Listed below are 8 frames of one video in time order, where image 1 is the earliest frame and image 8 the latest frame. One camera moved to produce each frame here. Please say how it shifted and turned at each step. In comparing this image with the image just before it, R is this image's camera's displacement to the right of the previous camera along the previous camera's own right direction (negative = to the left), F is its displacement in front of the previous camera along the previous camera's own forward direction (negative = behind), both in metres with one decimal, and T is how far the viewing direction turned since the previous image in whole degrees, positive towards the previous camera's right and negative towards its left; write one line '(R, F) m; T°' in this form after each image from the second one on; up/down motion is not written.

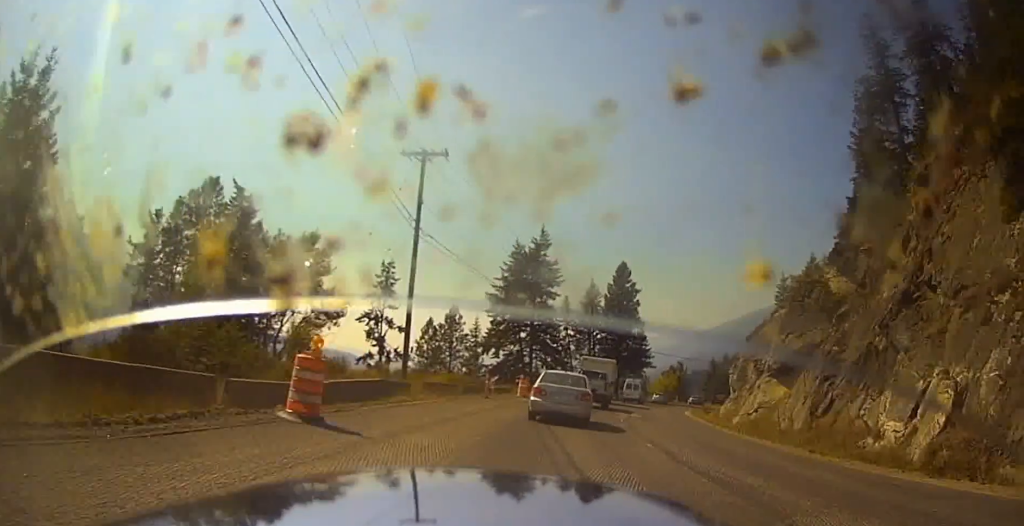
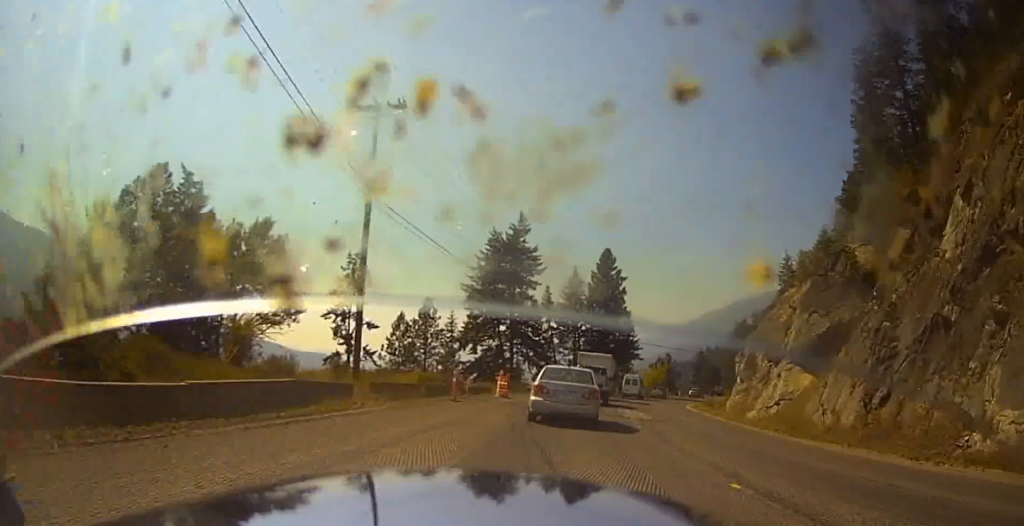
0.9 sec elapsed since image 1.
(+0.1, +5.0) m; -1°
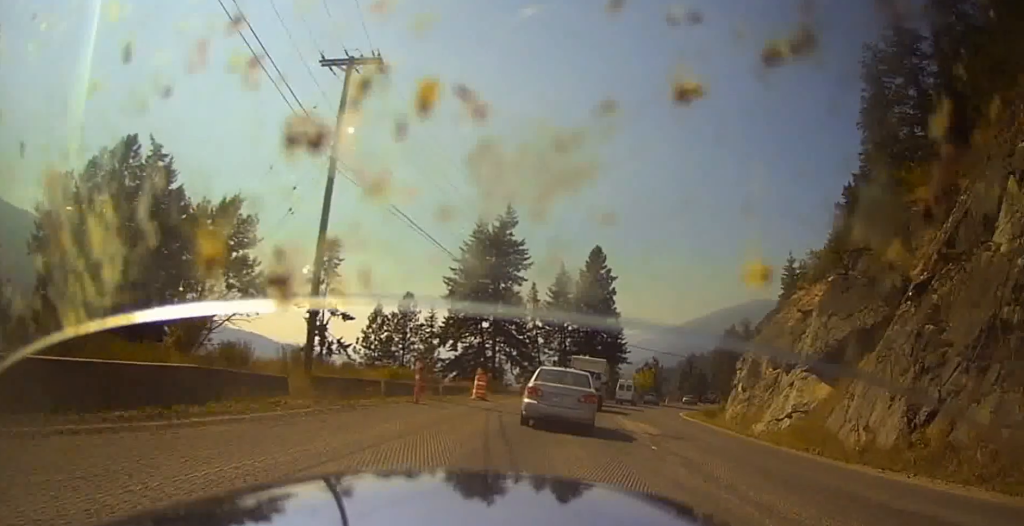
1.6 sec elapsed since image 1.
(-0.1, +3.5) m; -2°
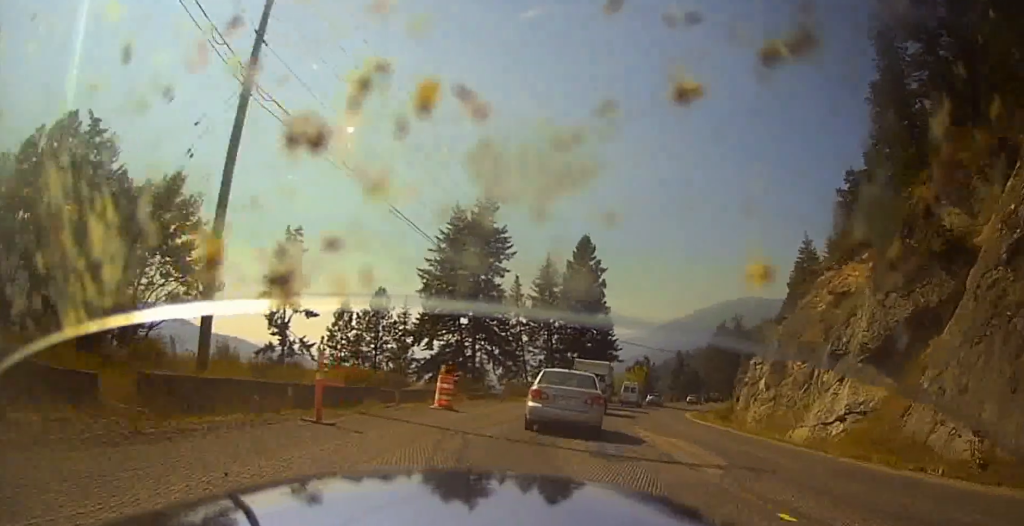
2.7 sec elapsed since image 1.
(-0.2, +6.5) m; 0°
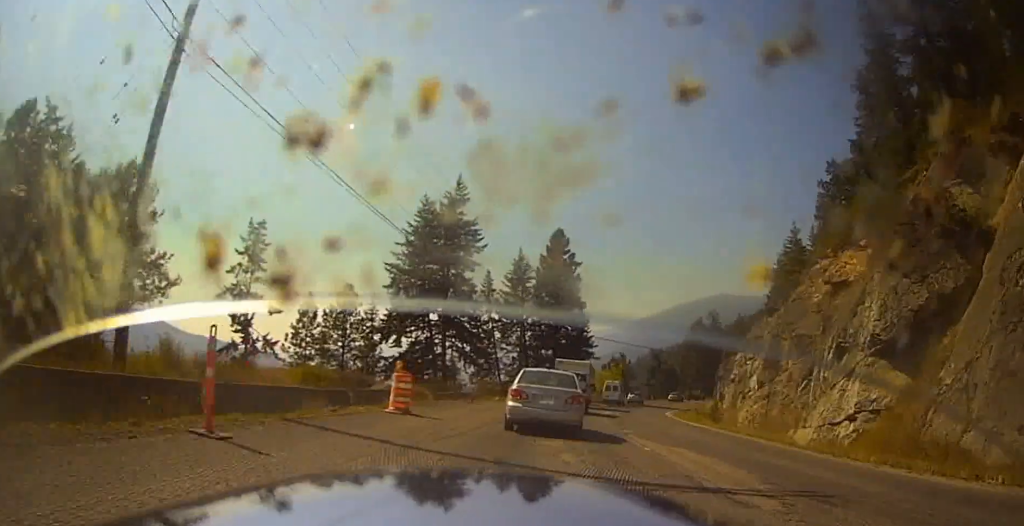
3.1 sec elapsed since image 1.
(-0.1, +2.3) m; +2°
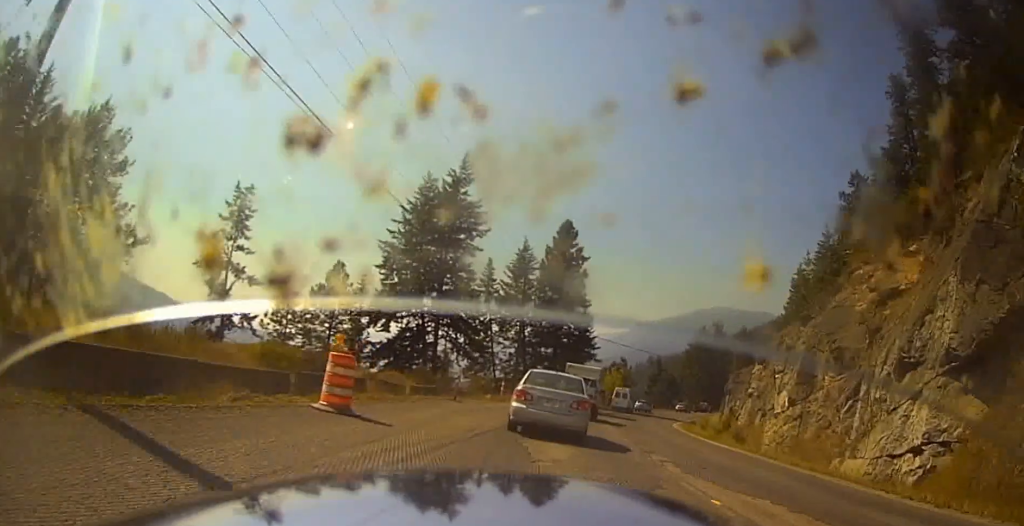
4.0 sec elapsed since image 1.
(+0.3, +4.3) m; +5°
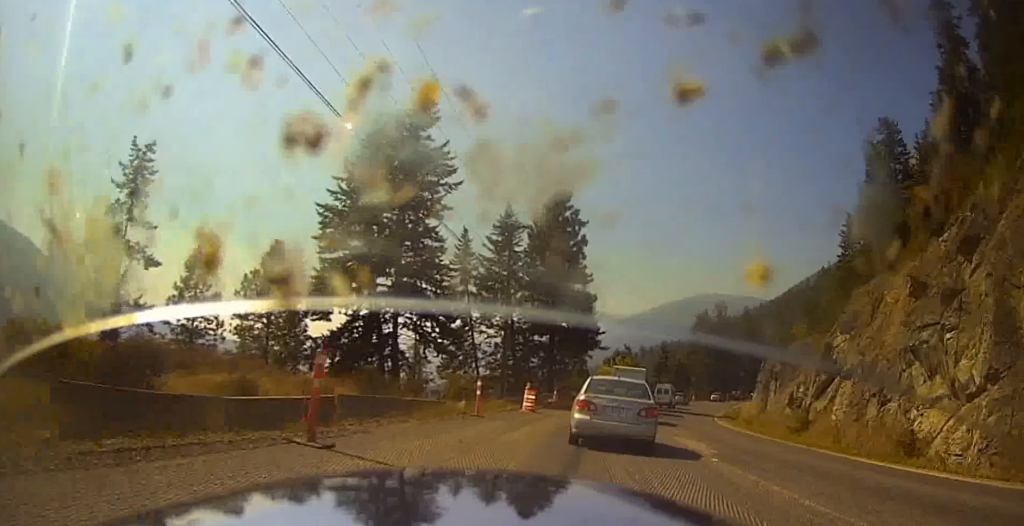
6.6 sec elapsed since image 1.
(-0.2, +14.7) m; -1°
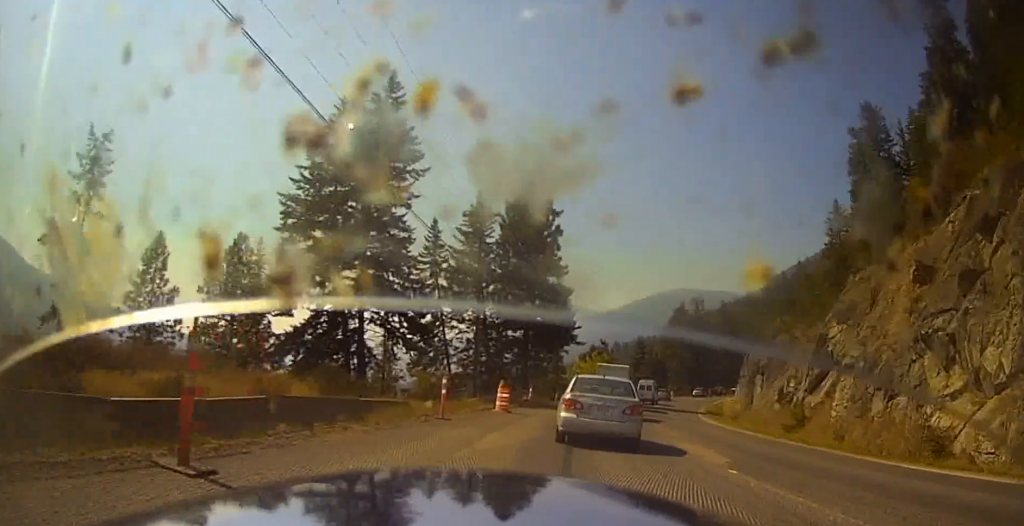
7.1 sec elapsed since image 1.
(0.0, +2.3) m; +3°
